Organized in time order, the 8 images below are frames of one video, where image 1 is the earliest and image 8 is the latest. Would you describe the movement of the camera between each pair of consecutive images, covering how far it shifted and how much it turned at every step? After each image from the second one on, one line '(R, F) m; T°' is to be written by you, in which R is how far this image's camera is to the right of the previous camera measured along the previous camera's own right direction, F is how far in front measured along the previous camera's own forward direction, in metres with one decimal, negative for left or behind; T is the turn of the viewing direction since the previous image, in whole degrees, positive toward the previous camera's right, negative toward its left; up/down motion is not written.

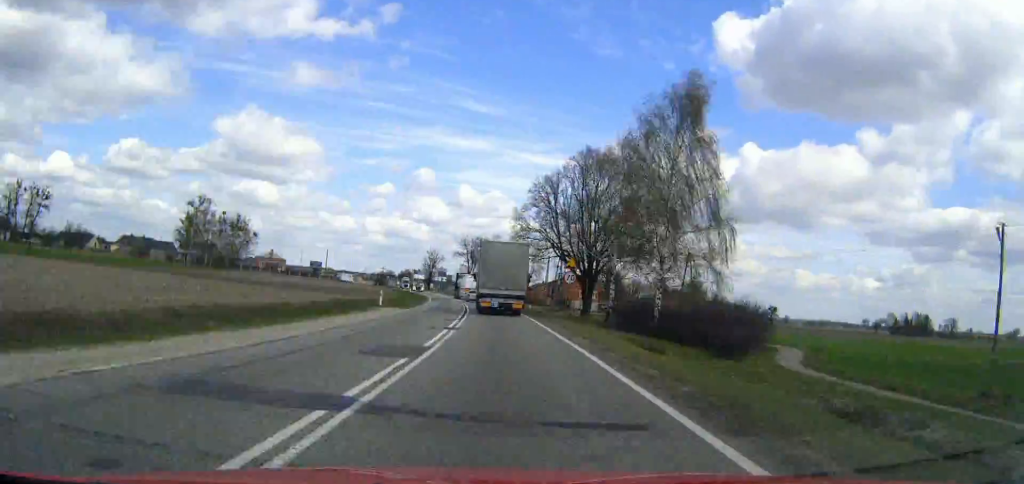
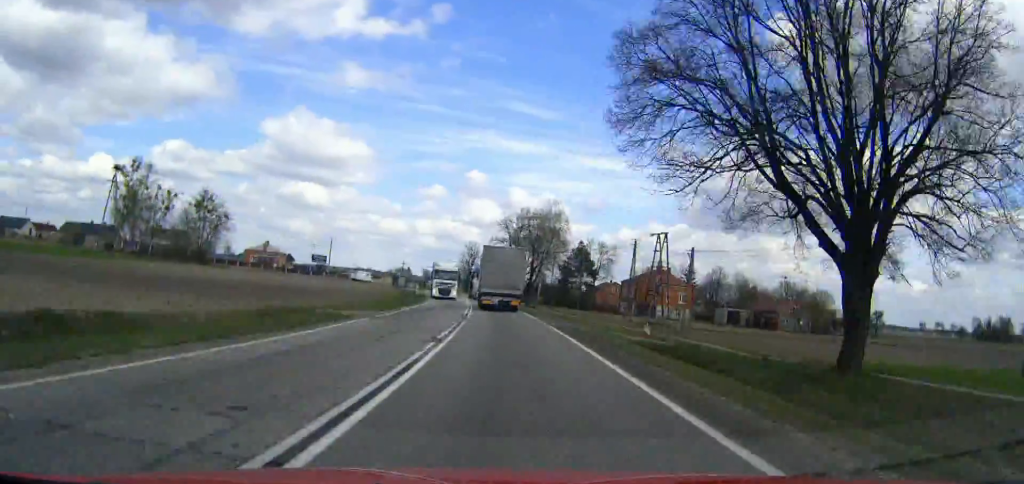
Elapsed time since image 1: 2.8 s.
(-1.5, +53.4) m; -3°
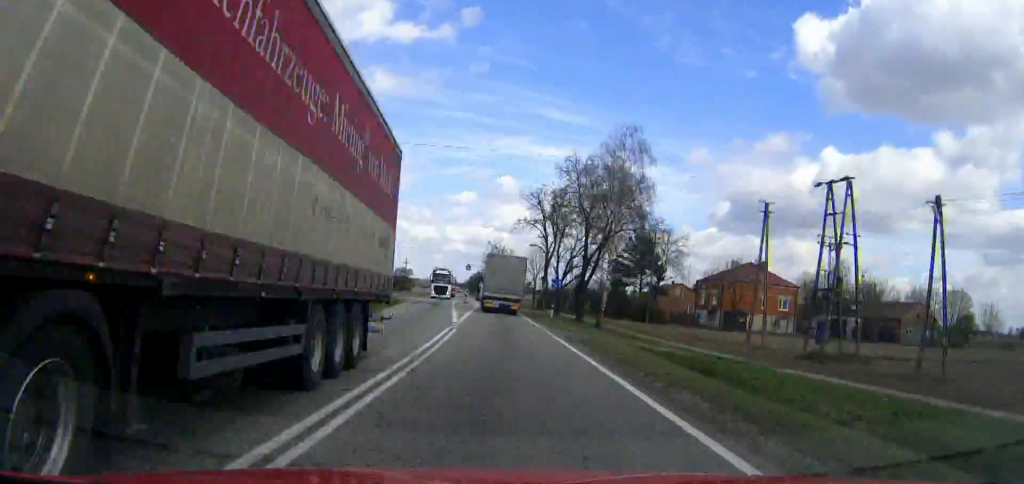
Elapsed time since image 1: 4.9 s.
(-0.9, +40.3) m; -2°
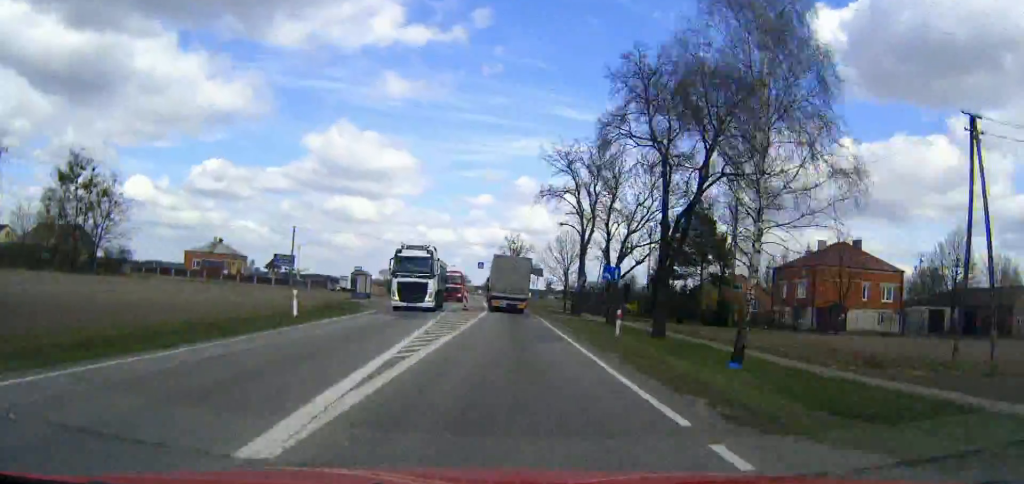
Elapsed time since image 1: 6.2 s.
(-0.3, +25.4) m; -1°
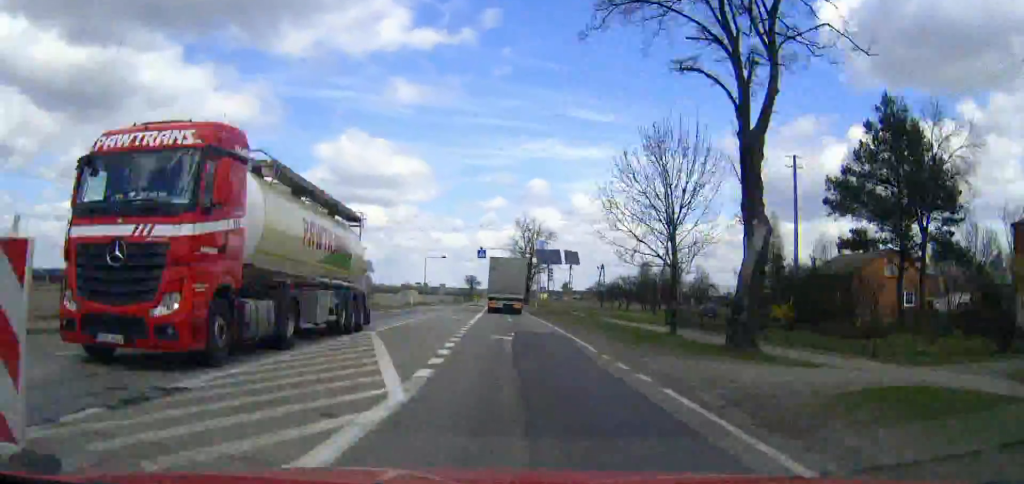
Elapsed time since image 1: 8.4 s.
(-0.3, +43.3) m; -1°
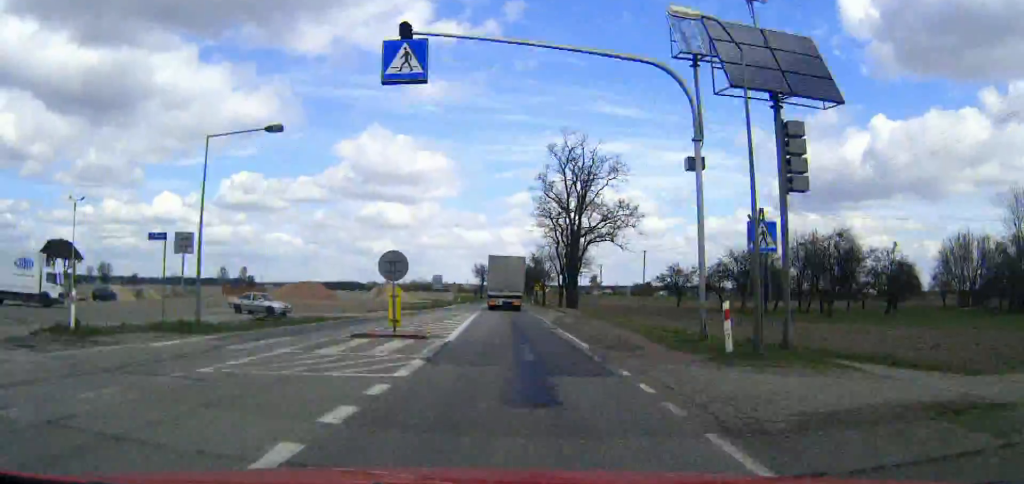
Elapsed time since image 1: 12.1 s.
(-1.3, +76.0) m; -1°
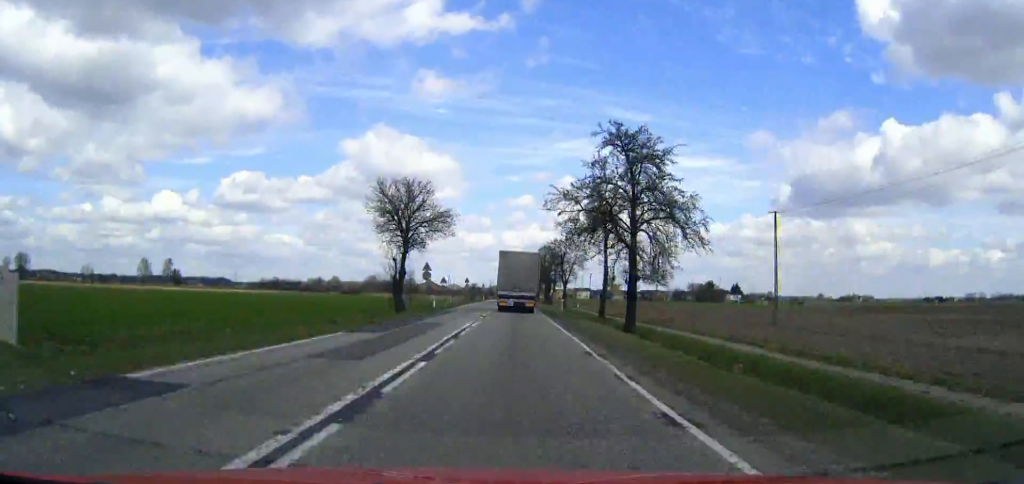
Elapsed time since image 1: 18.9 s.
(+0.4, +148.9) m; 0°
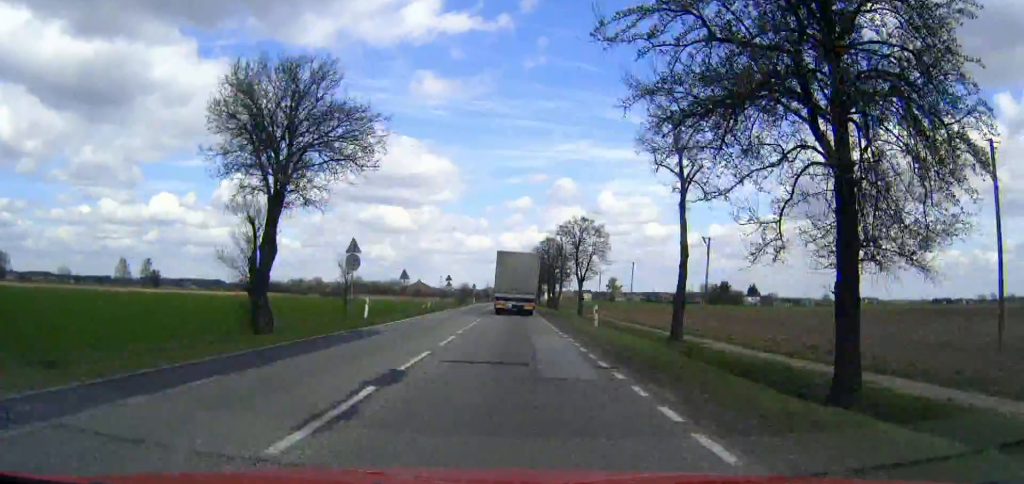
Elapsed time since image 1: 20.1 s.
(0.0, +27.0) m; 0°
